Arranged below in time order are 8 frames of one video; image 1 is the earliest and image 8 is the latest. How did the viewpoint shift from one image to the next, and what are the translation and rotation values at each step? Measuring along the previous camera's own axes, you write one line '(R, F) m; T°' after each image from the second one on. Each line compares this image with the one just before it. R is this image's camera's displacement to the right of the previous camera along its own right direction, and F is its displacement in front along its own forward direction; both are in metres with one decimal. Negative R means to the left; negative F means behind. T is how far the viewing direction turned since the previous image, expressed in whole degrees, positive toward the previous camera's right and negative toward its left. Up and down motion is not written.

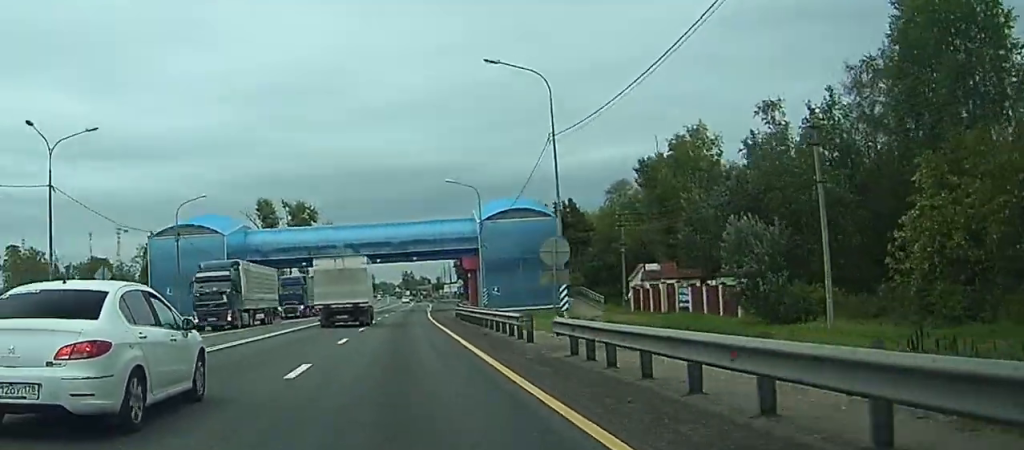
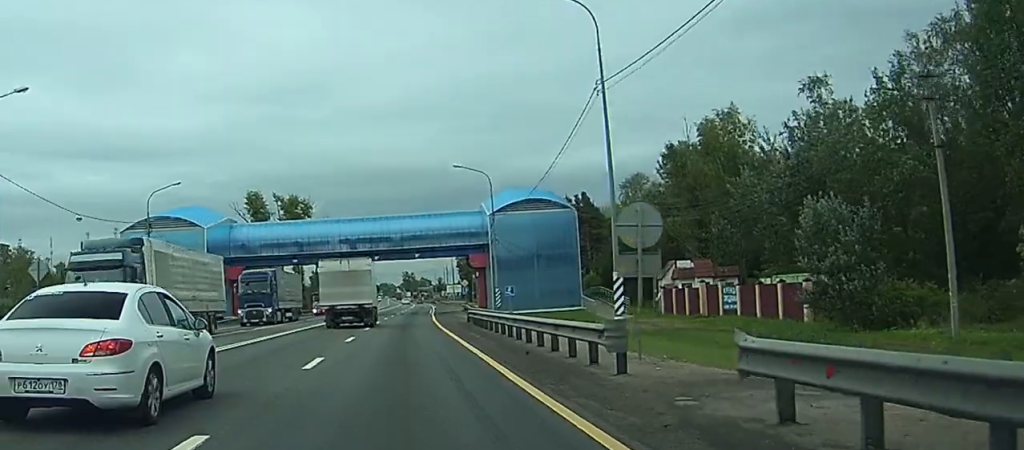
(+0.4, +9.9) m; +2°
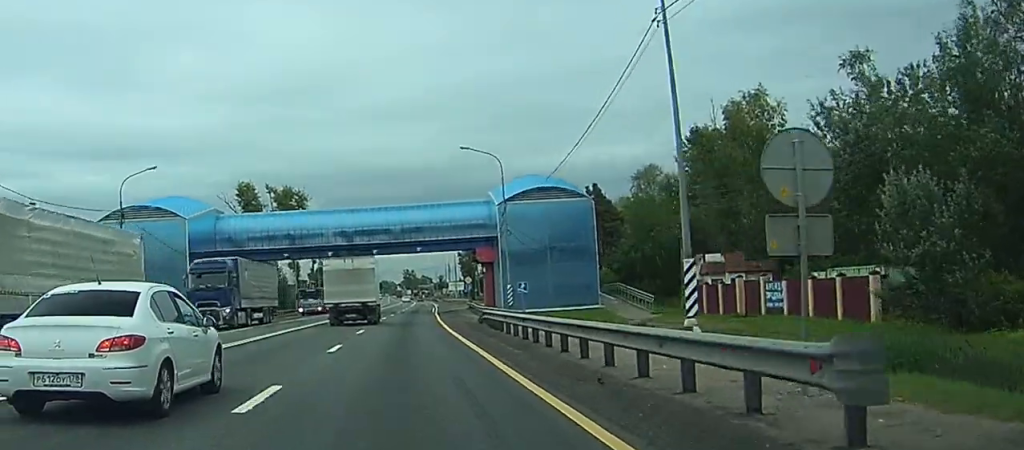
(0.0, +7.2) m; 0°
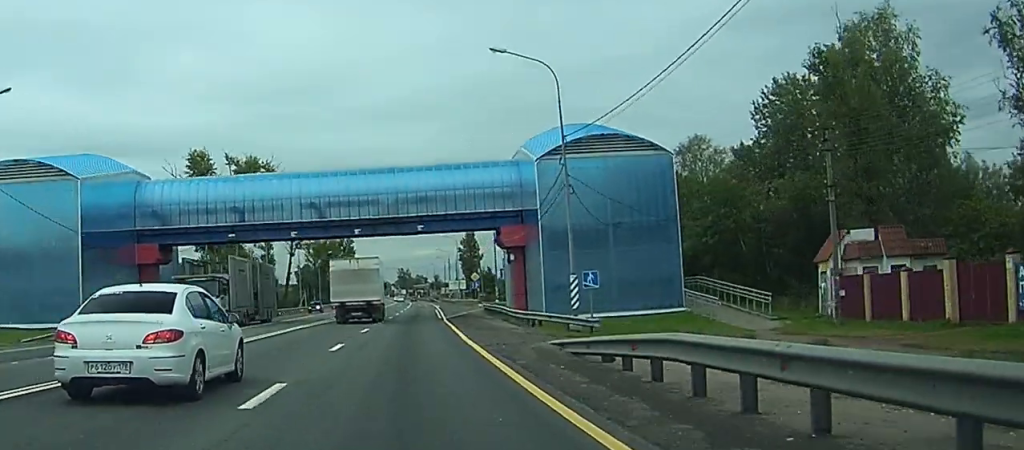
(0.0, +23.7) m; 0°
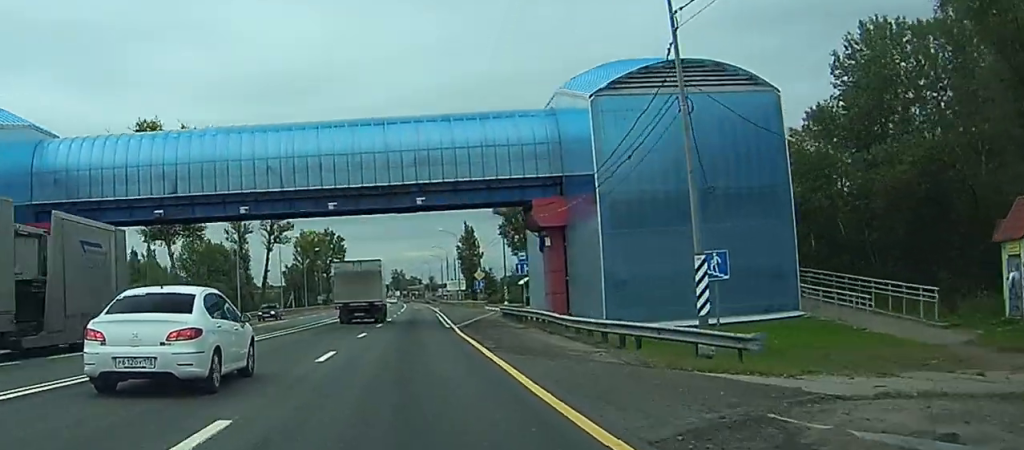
(0.0, +15.8) m; +1°
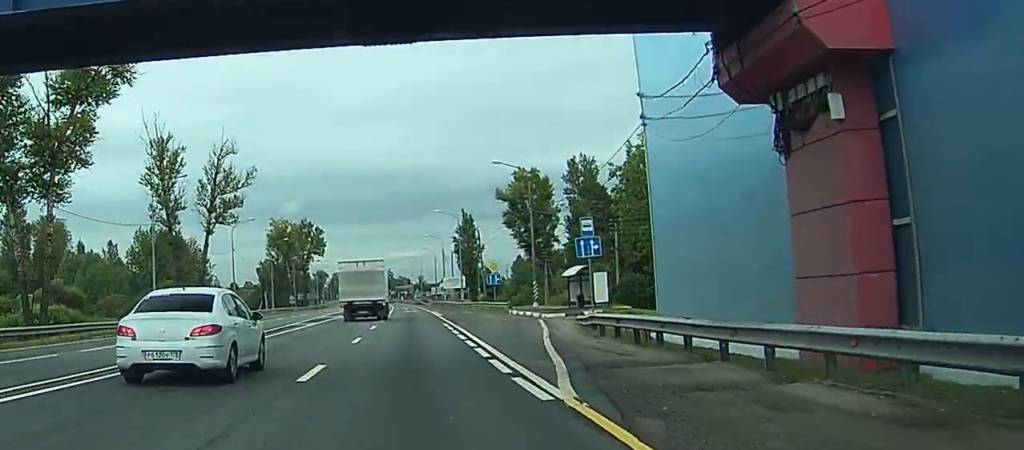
(+0.4, +28.2) m; +1°
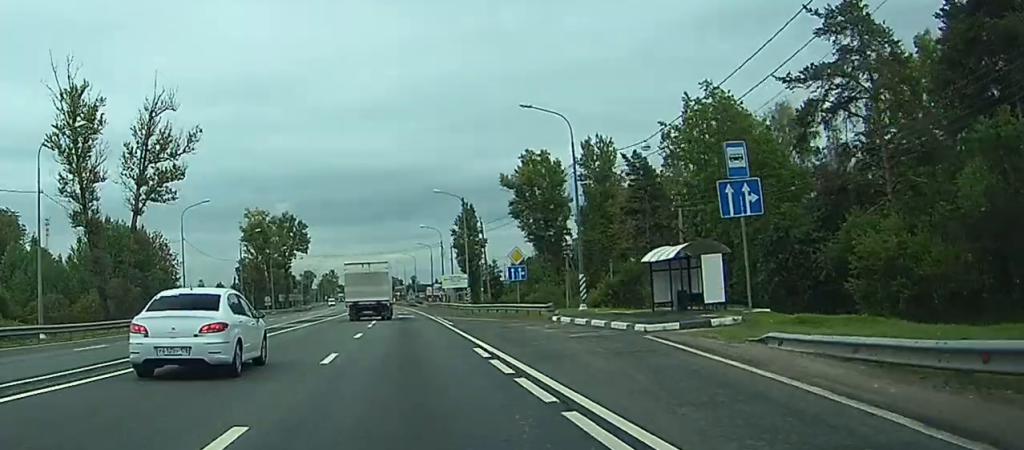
(-0.1, +19.9) m; 0°
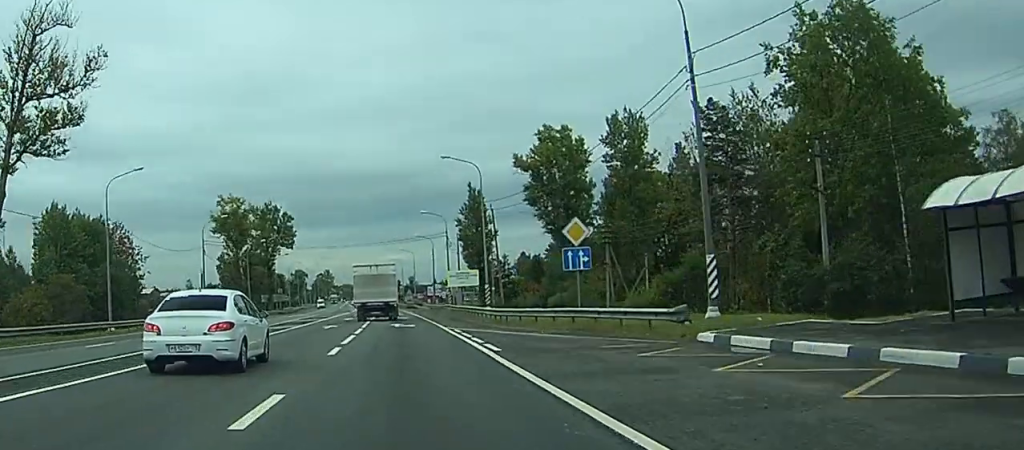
(0.0, +20.3) m; 0°
